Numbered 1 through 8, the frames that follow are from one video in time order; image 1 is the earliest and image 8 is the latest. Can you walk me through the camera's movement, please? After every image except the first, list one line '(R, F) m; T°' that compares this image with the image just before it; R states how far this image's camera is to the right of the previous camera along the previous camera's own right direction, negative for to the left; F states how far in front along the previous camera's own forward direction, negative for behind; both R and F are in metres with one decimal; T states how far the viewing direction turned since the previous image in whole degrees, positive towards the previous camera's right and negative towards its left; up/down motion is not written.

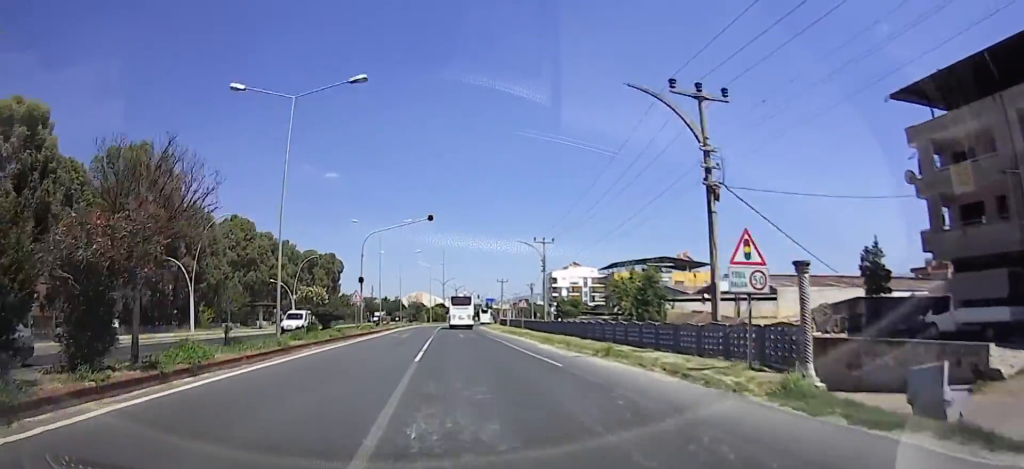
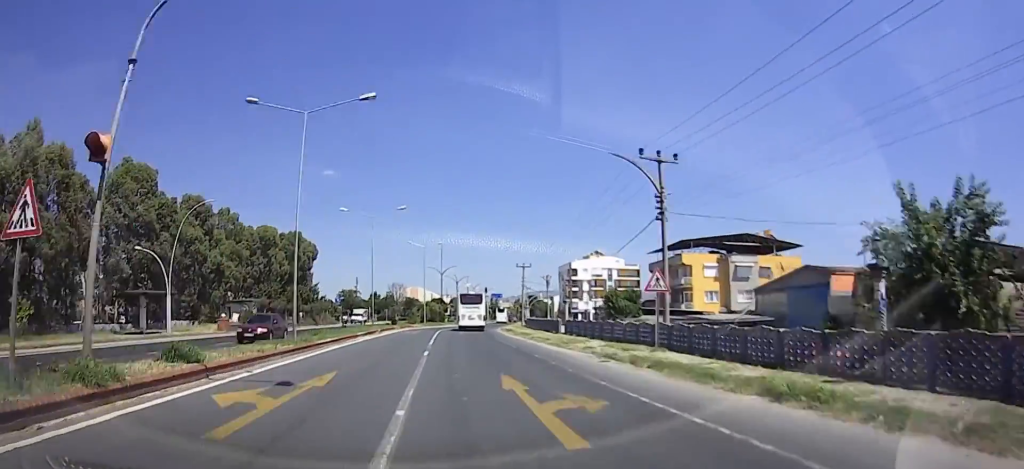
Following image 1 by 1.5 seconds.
(0.0, +28.0) m; 0°
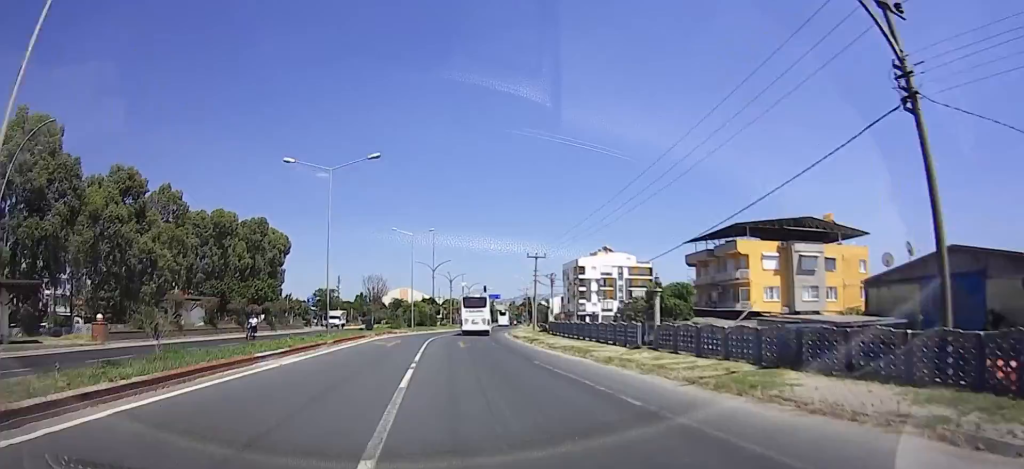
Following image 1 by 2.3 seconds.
(0.0, +15.1) m; 0°
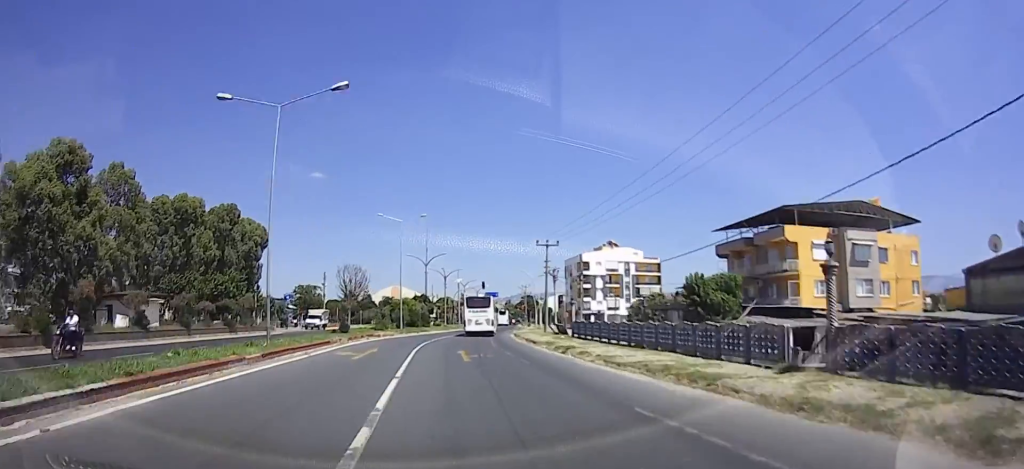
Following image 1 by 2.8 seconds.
(0.0, +9.4) m; 0°
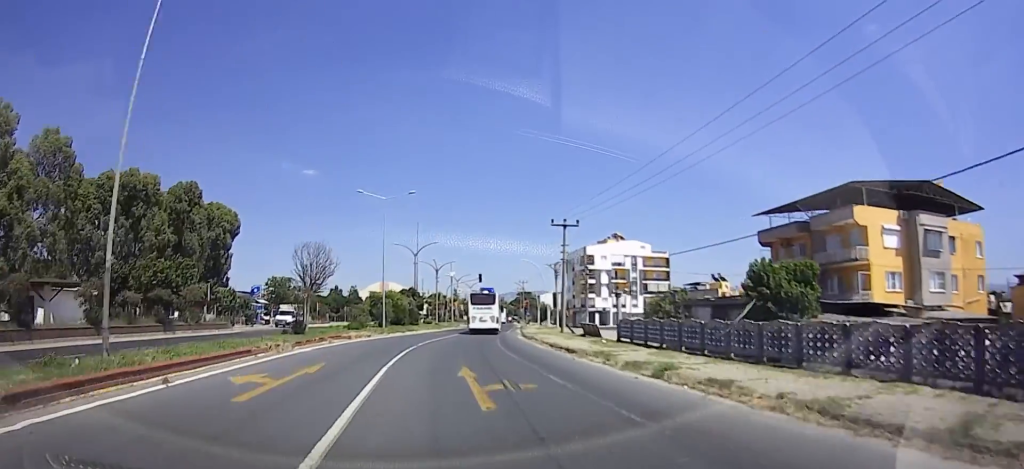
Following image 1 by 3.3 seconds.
(0.0, +9.9) m; 0°
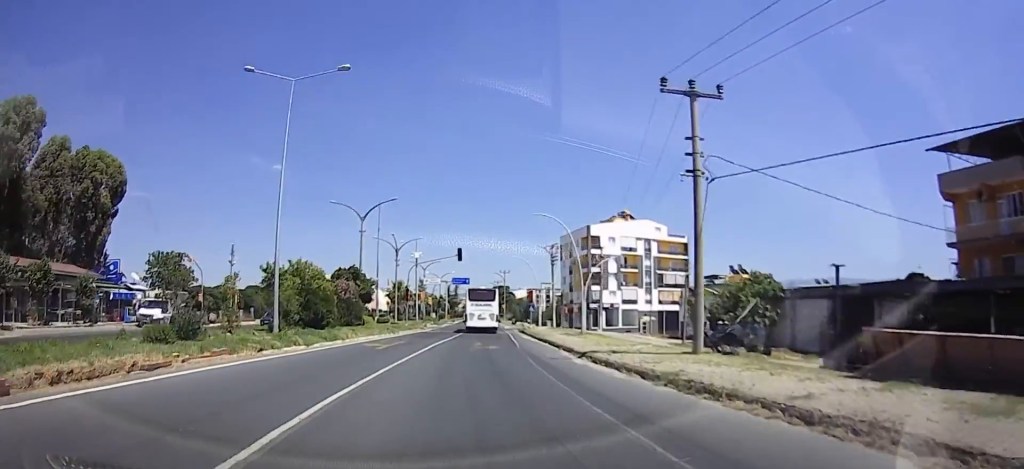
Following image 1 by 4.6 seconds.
(0.0, +24.5) m; 0°
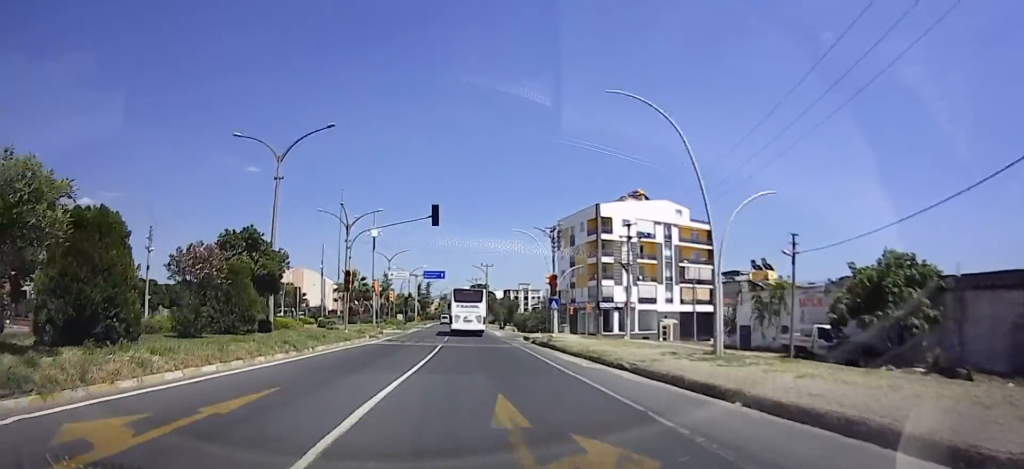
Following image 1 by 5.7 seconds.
(0.0, +18.9) m; 0°
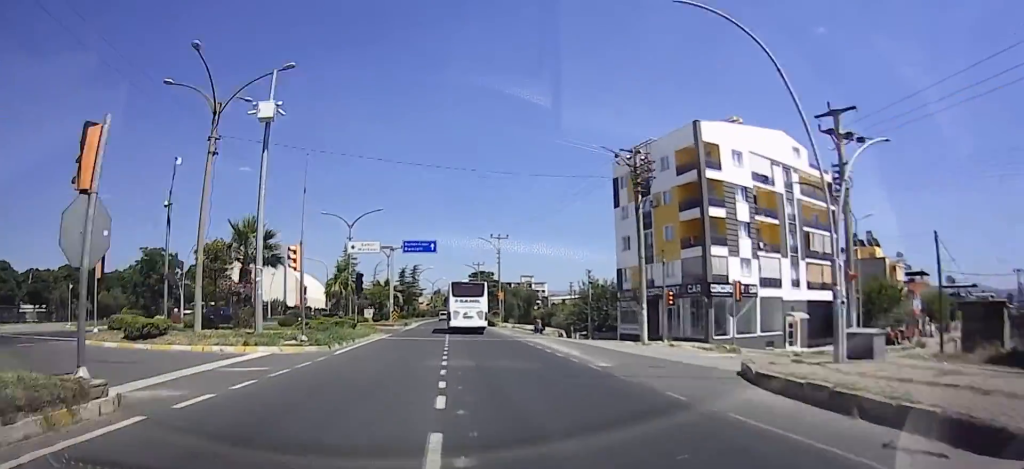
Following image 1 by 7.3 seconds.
(0.0, +29.6) m; 0°
